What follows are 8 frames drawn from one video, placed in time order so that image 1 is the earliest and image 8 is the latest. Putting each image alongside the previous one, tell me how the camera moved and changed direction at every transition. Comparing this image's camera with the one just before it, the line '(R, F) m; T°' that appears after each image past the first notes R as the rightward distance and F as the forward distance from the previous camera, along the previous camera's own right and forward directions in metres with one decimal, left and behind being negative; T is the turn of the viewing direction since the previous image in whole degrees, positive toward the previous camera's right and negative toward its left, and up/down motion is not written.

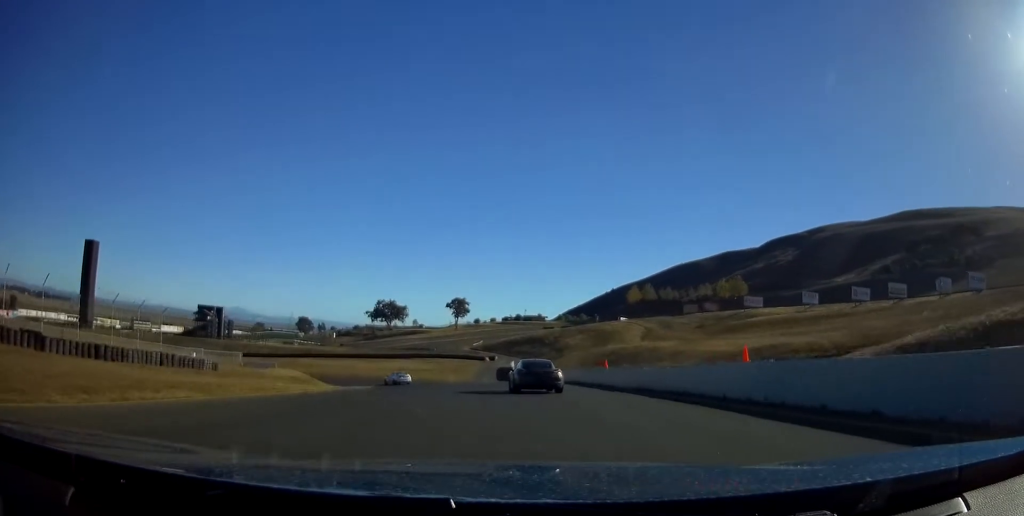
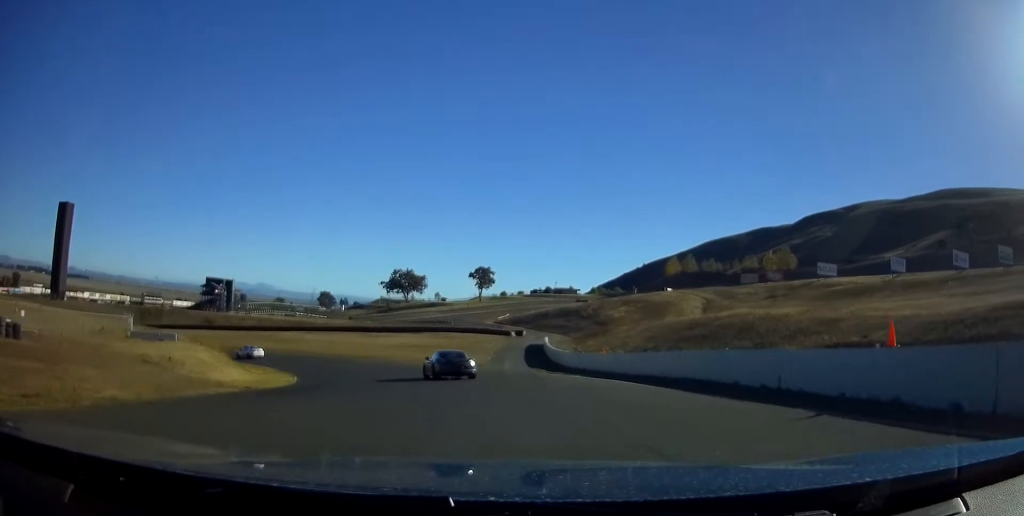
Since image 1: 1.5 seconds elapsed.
(-0.2, +27.9) m; -4°
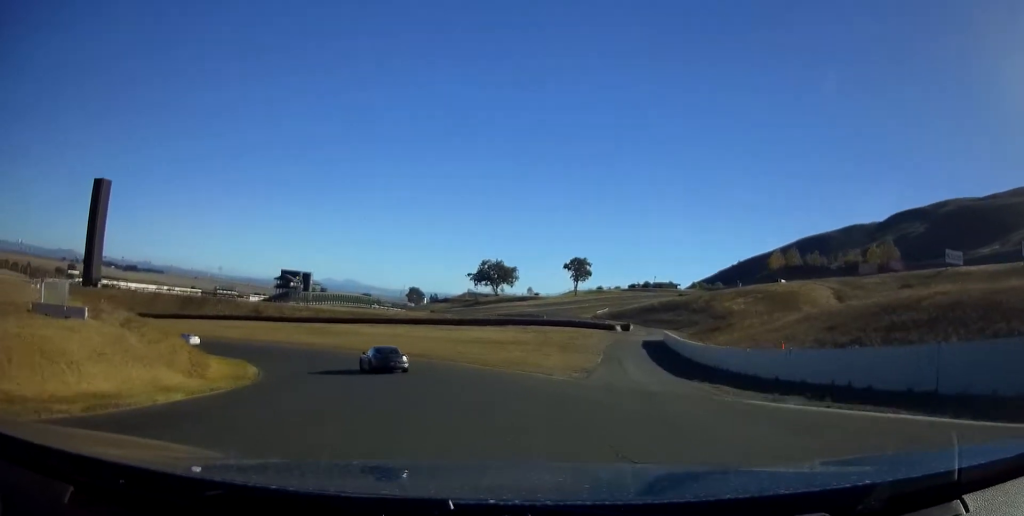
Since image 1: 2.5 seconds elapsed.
(-1.1, +19.8) m; -10°
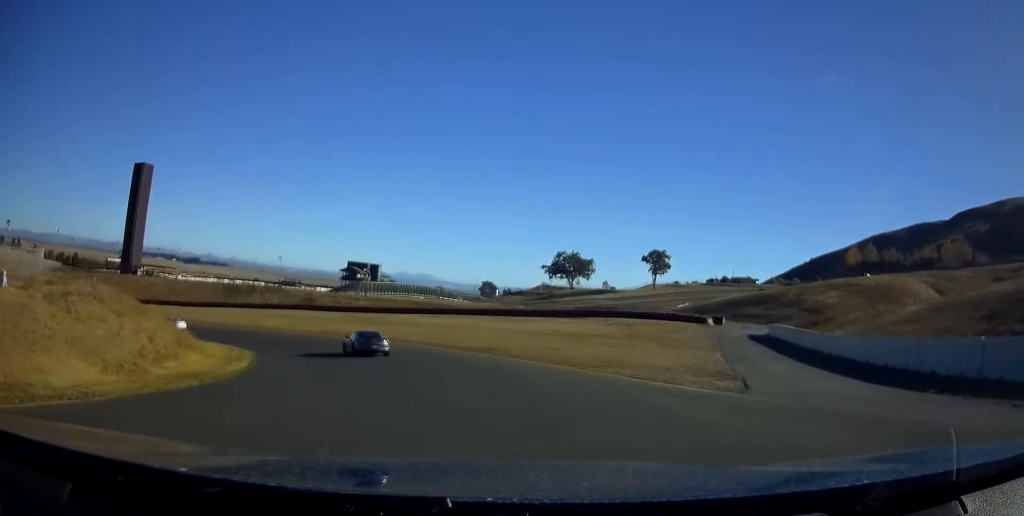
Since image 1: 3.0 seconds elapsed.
(-0.9, +10.3) m; -6°
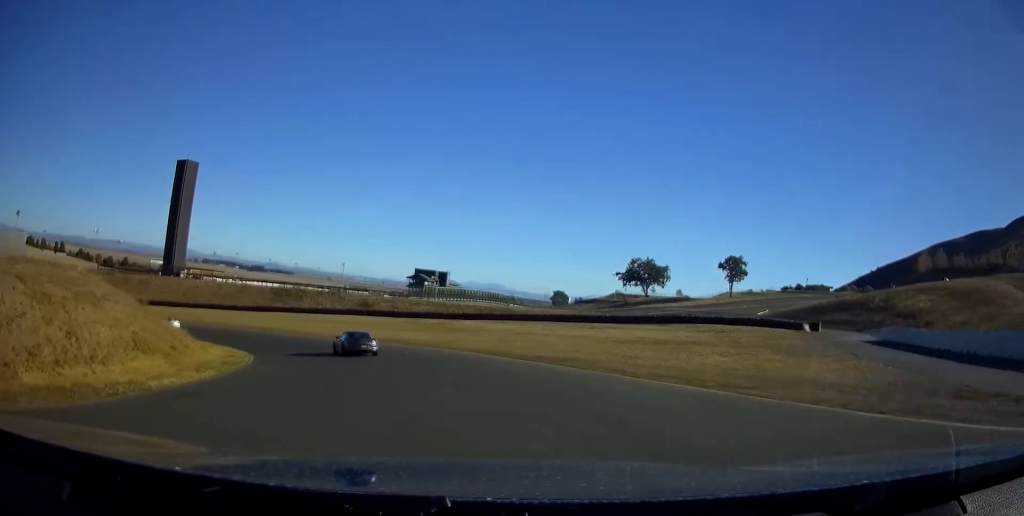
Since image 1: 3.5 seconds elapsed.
(-0.2, +9.2) m; -5°
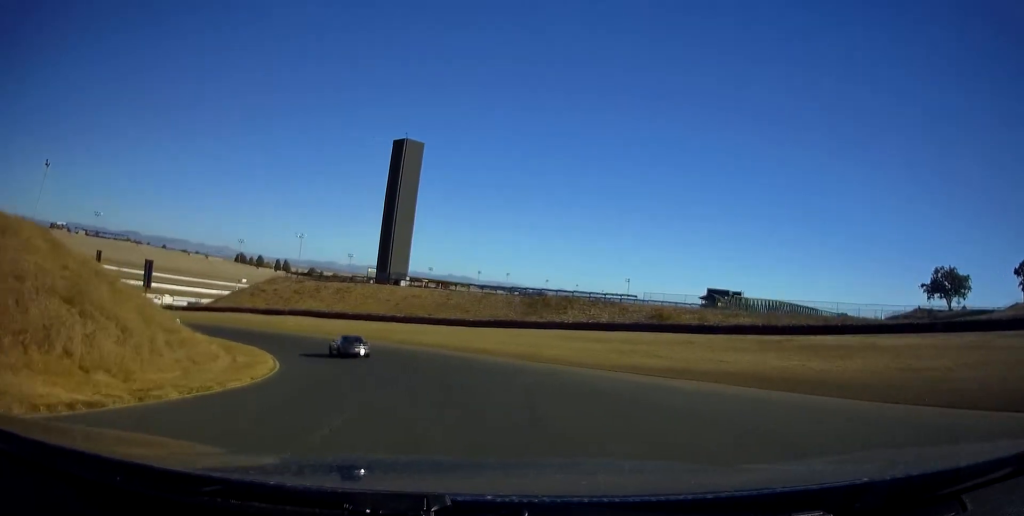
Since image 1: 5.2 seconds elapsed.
(-5.8, +33.9) m; -21°
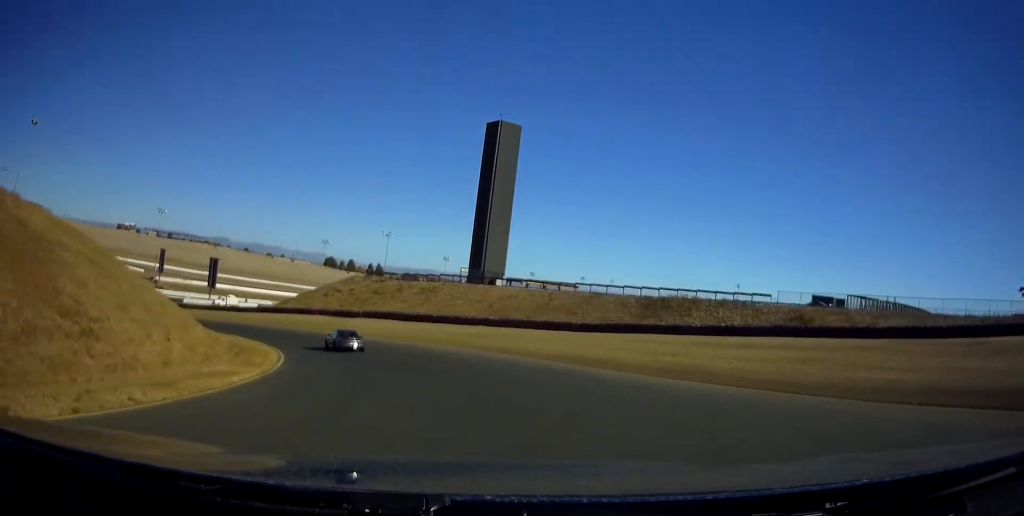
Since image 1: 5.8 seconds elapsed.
(-0.8, +13.1) m; -9°
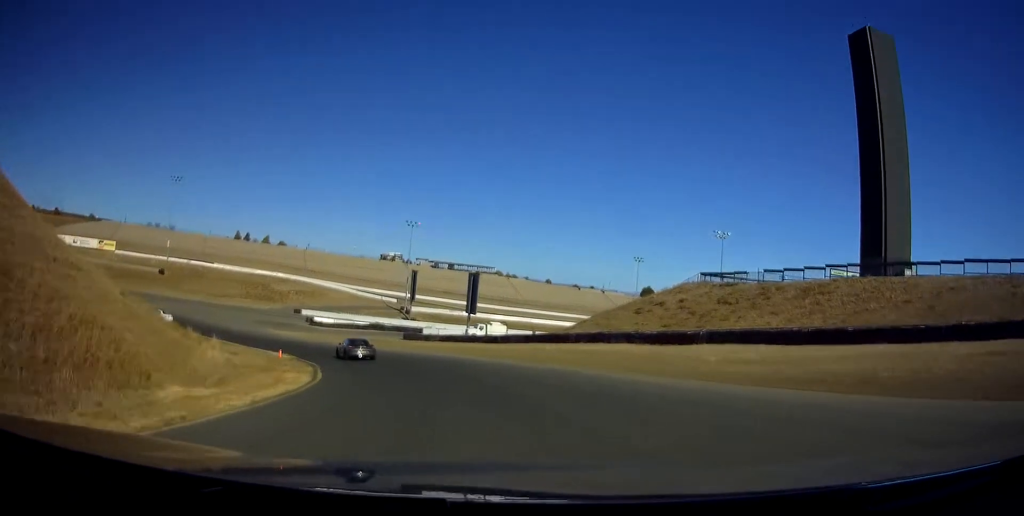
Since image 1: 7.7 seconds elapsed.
(-8.5, +40.0) m; -24°
